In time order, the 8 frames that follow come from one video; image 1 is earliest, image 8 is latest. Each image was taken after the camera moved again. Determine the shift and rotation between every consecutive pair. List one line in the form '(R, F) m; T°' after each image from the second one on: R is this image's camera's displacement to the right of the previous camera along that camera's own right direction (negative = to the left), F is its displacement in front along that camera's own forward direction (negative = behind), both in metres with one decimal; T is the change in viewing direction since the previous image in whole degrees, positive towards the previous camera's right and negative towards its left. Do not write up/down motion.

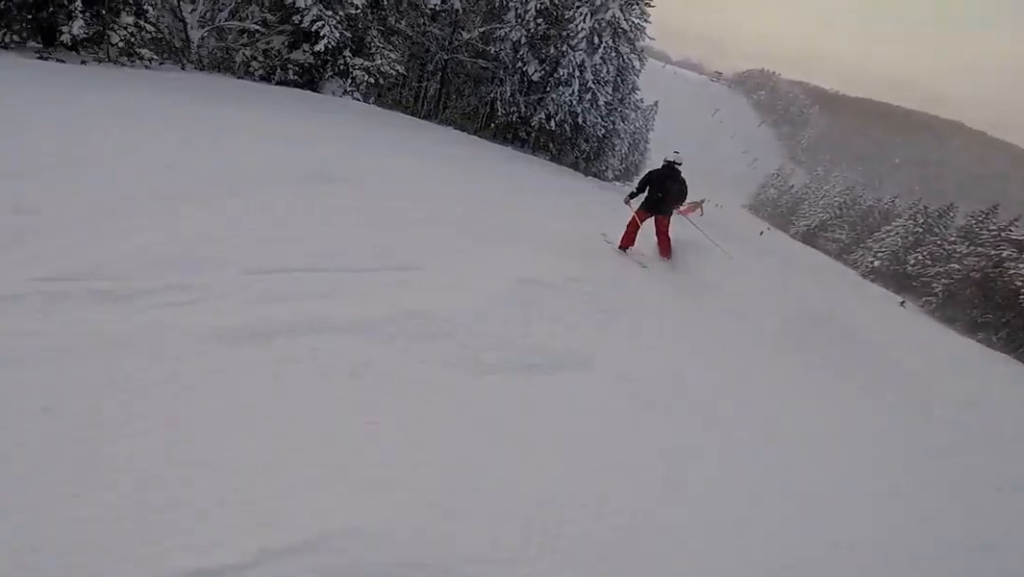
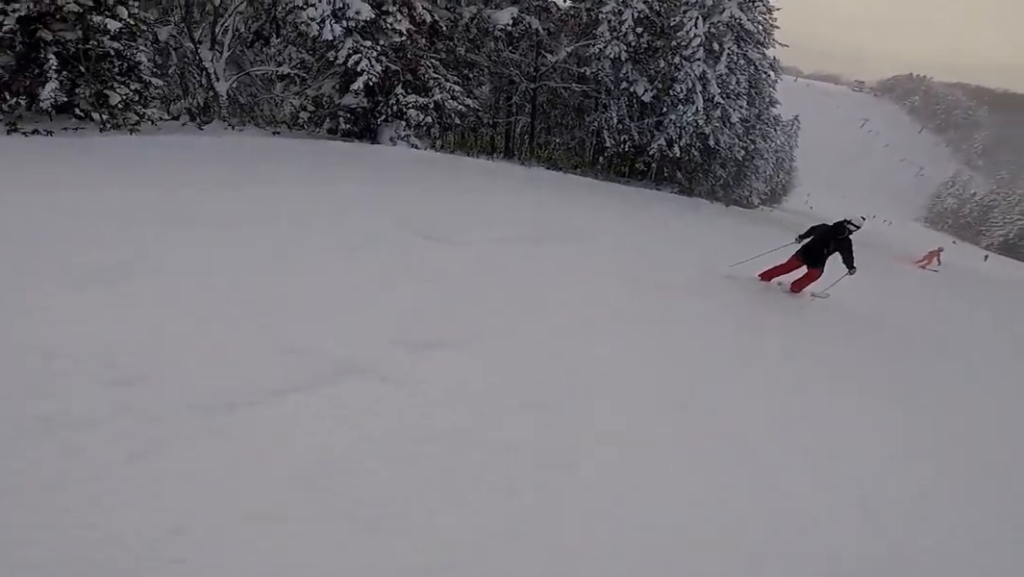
(-1.4, +5.7) m; -12°
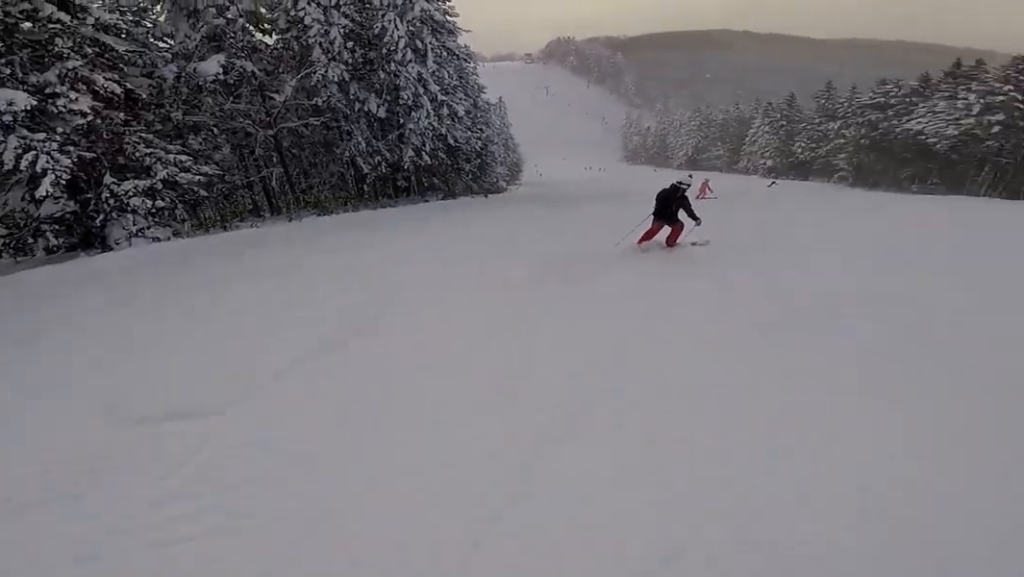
(-0.1, +2.4) m; +3°
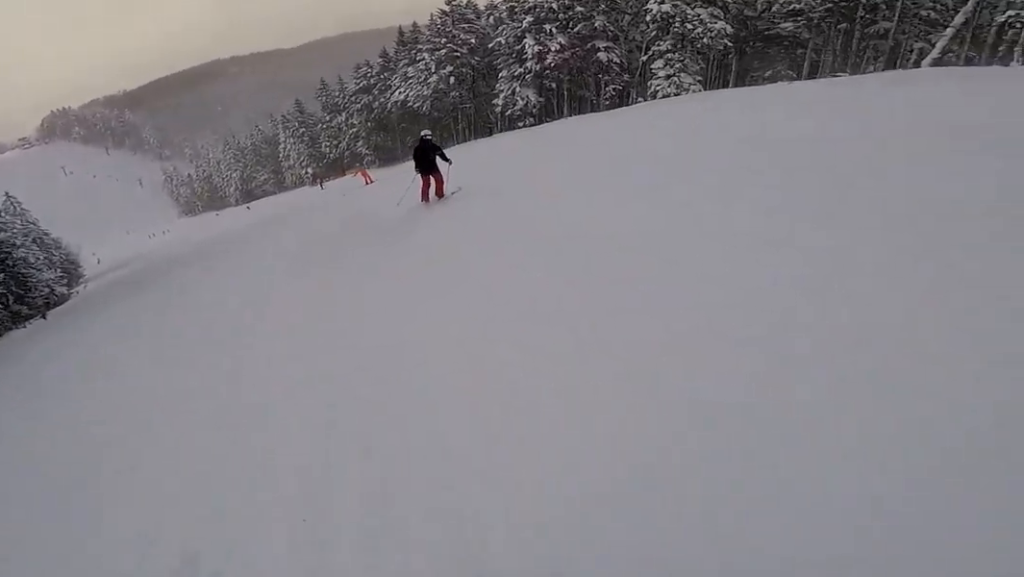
(+0.8, +5.3) m; +24°
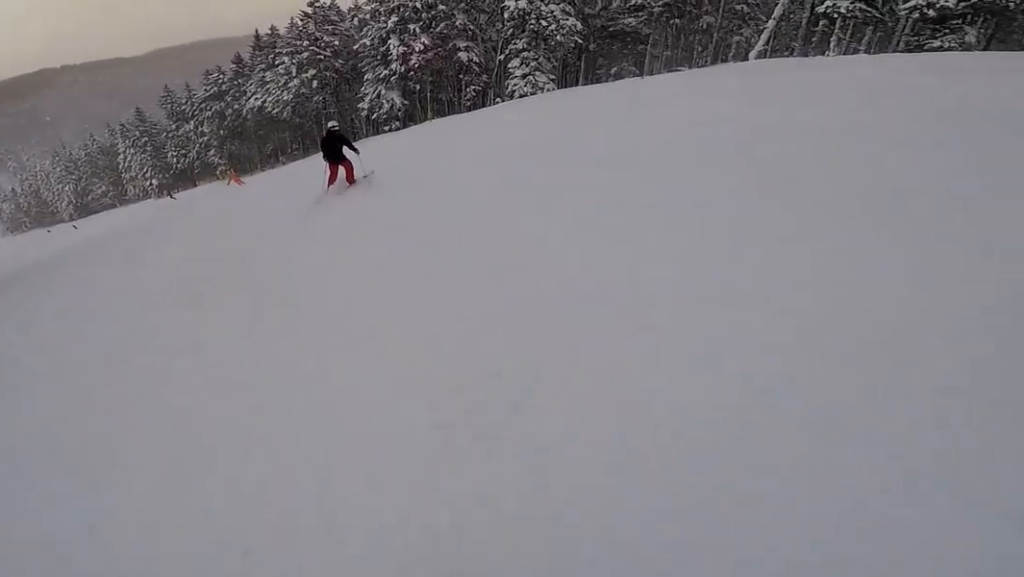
(+0.4, +2.2) m; +14°
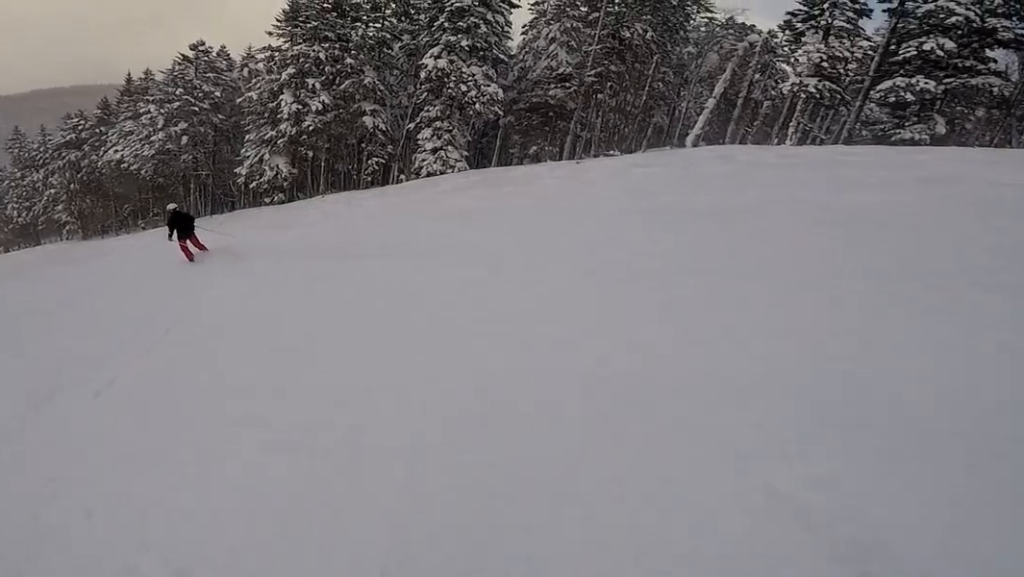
(+2.4, +7.2) m; +26°
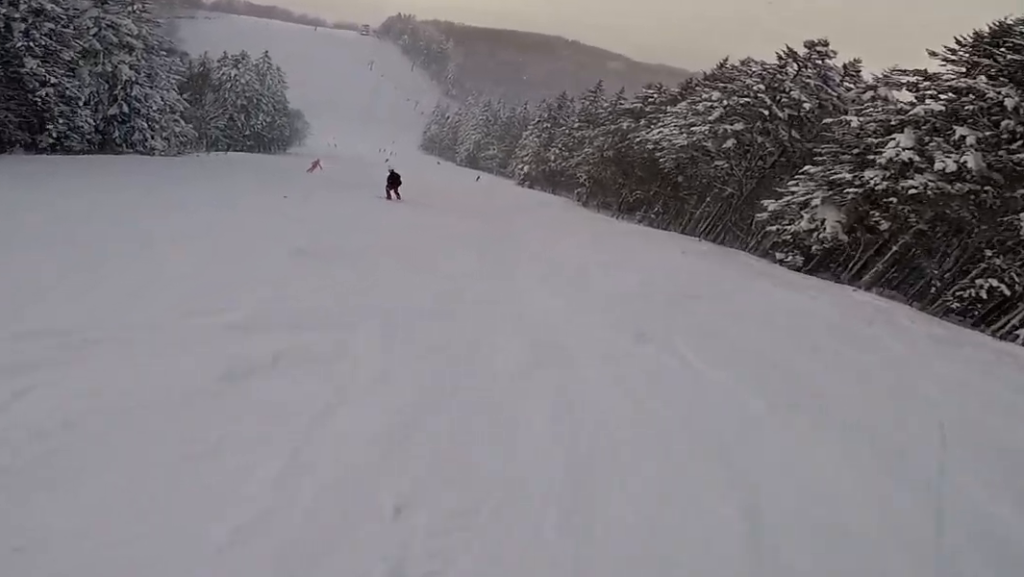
(-1.6, +8.9) m; -39°
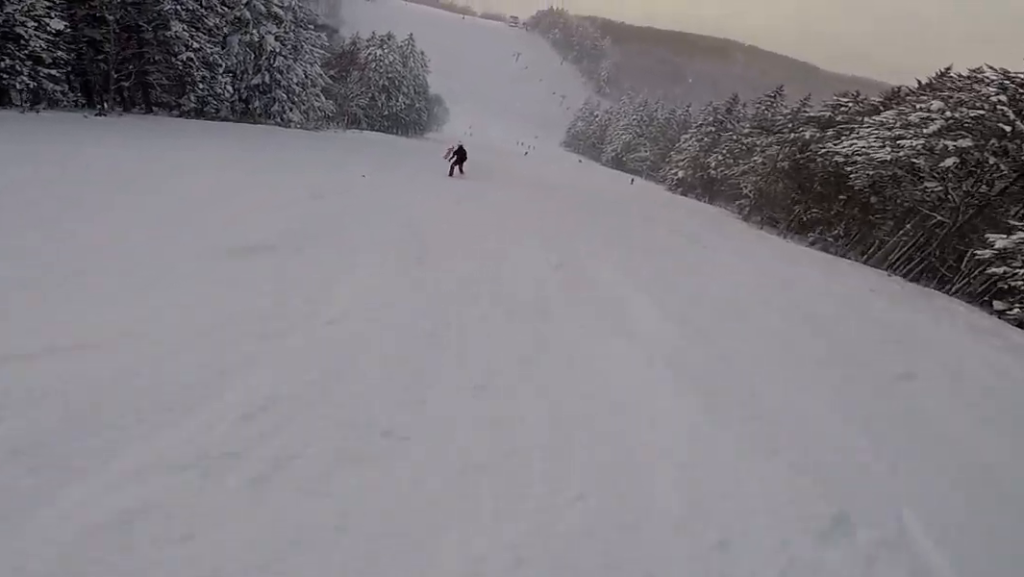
(-0.7, +3.0) m; -19°
